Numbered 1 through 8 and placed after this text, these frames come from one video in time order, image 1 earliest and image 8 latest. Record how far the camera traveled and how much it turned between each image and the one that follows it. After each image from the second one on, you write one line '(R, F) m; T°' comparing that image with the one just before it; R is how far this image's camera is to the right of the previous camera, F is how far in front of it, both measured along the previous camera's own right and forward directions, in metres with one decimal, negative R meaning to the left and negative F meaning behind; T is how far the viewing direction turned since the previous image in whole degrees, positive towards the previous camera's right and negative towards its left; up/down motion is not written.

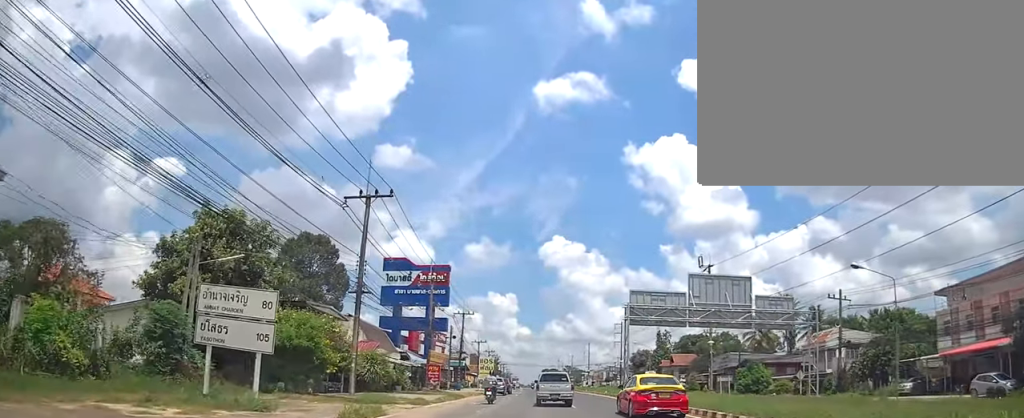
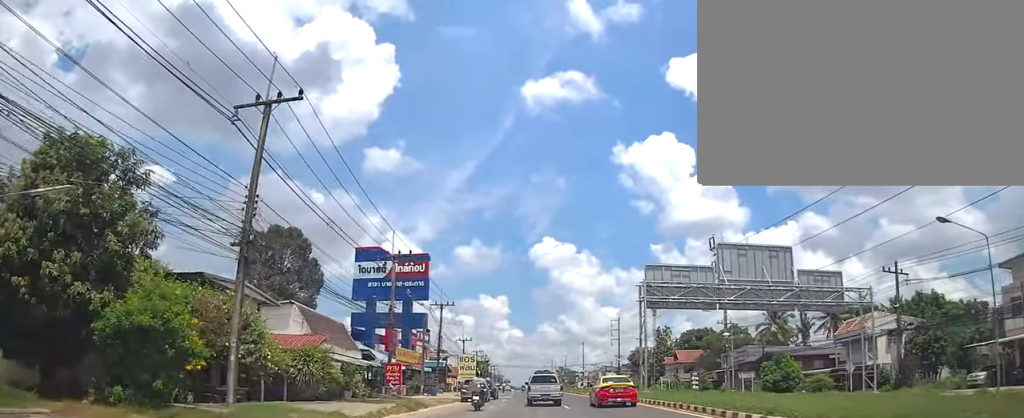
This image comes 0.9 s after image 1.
(+0.1, +10.4) m; 0°
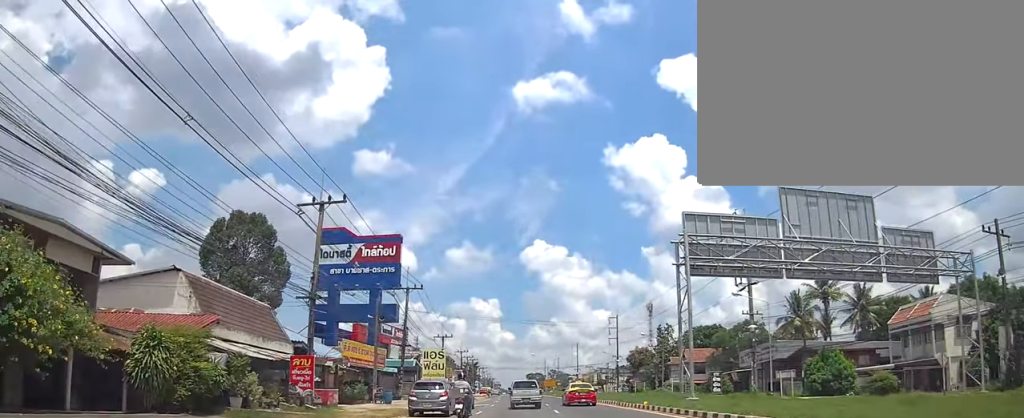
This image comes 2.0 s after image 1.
(0.0, +12.2) m; 0°
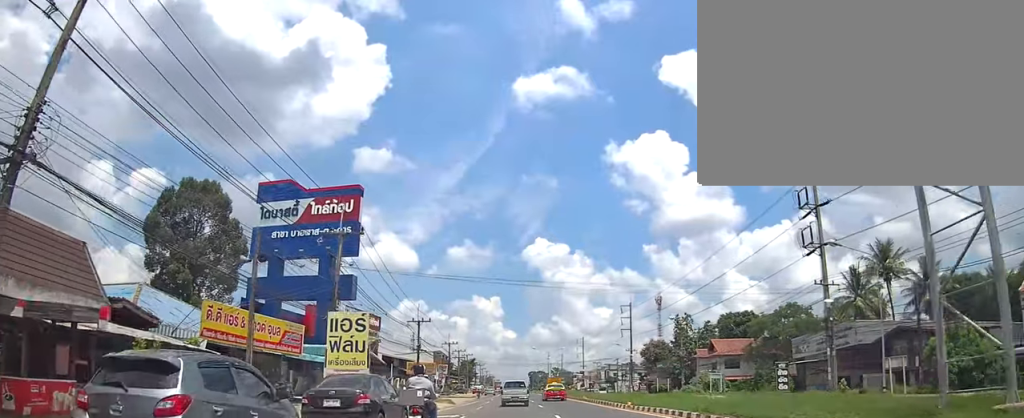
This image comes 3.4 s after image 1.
(+0.3, +16.6) m; +2°
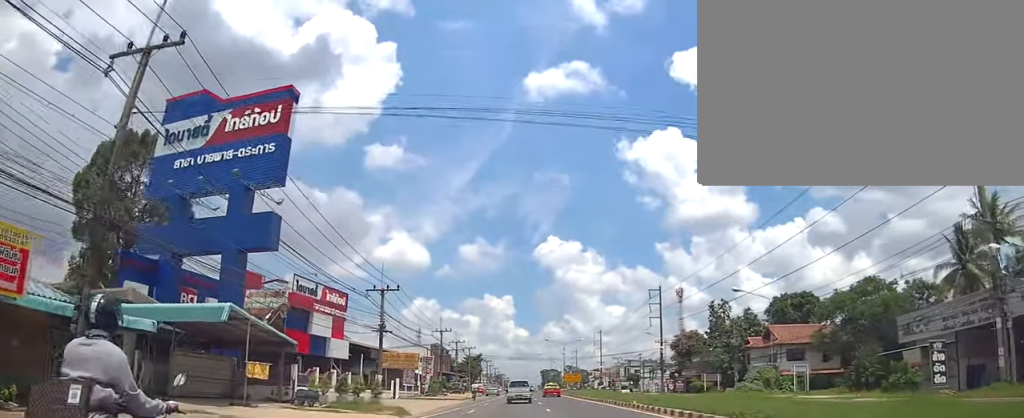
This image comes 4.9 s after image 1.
(-0.4, +17.9) m; -2°
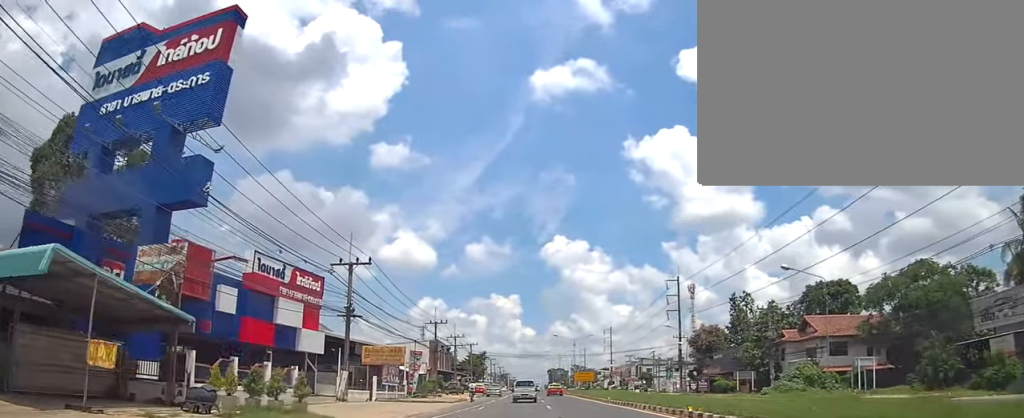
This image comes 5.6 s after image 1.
(0.0, +8.5) m; 0°
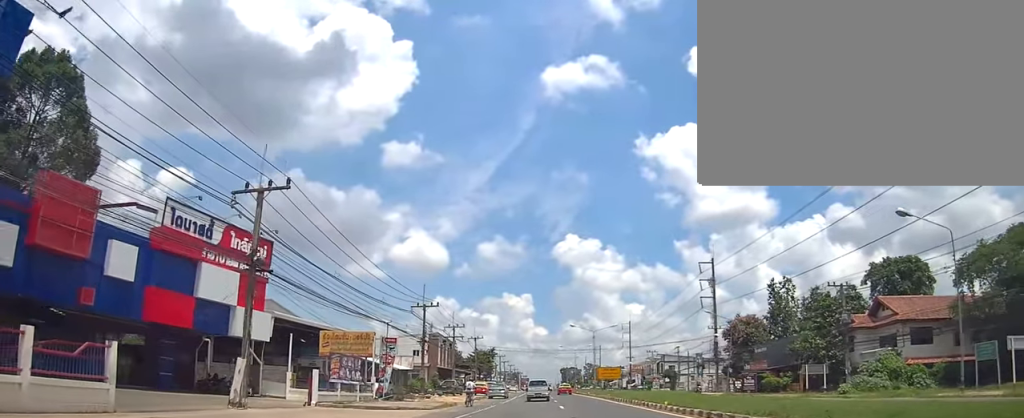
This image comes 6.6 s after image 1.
(0.0, +12.4) m; 0°
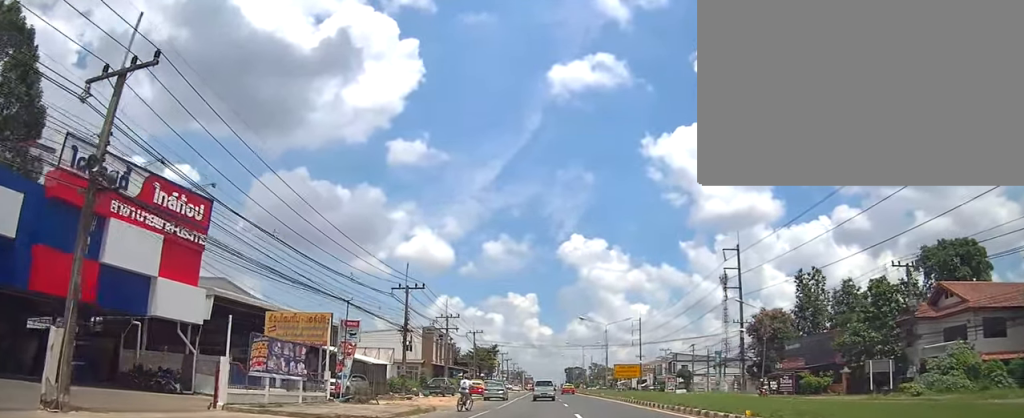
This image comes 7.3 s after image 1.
(0.0, +8.6) m; 0°
